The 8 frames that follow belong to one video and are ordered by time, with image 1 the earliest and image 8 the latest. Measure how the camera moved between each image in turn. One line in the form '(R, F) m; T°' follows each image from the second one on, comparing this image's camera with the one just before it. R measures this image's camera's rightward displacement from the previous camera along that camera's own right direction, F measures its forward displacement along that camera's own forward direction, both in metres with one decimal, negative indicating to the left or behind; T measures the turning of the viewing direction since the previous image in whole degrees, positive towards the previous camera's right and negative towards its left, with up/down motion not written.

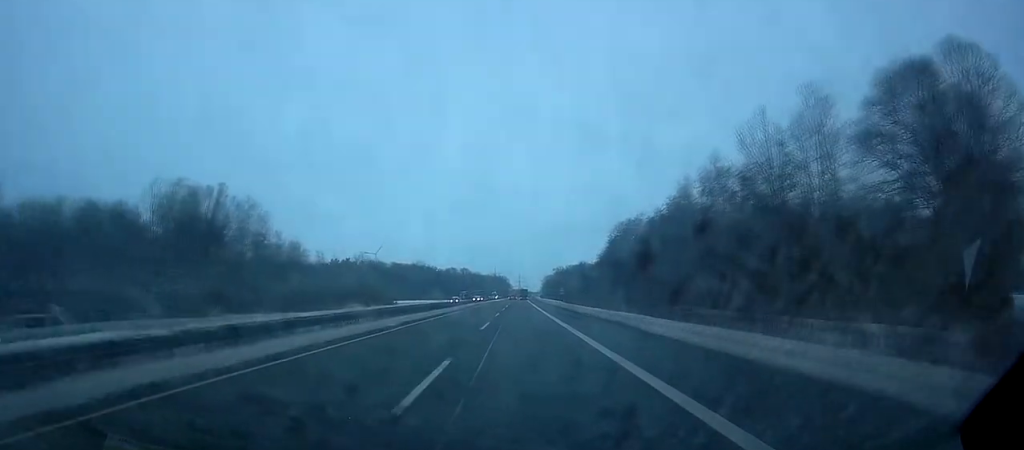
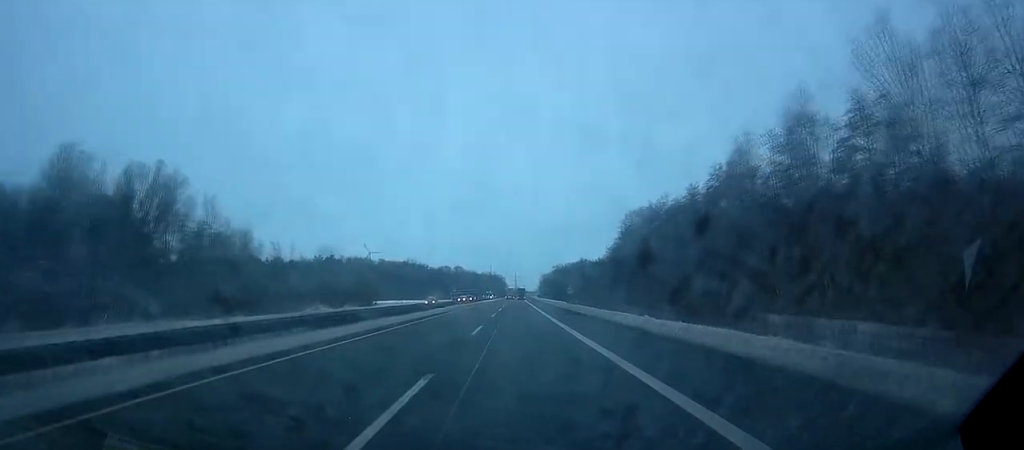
(0.0, +20.9) m; 0°
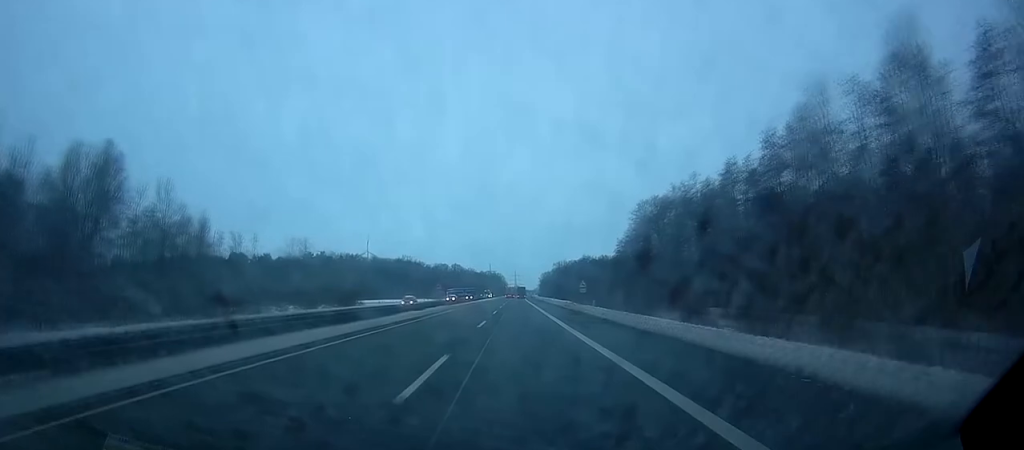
(+0.1, +14.3) m; 0°
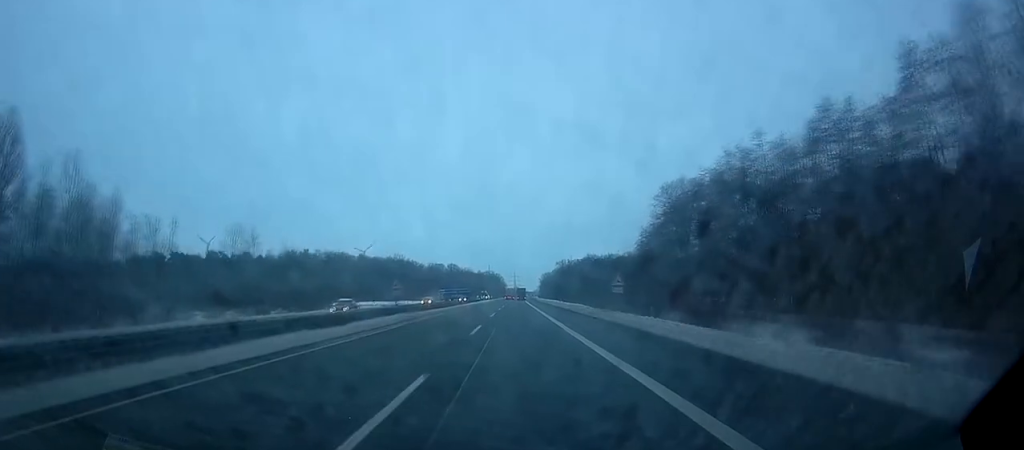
(-0.1, +21.5) m; 0°
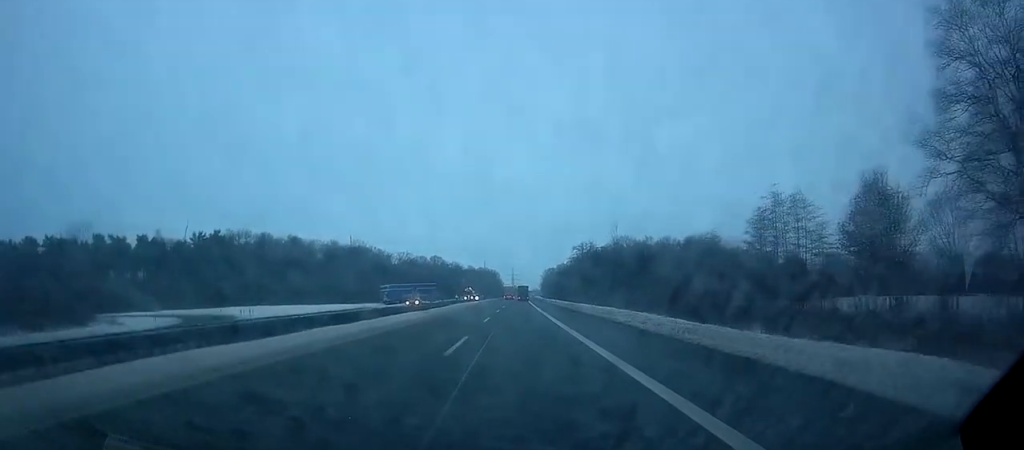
(+0.6, +79.3) m; 0°
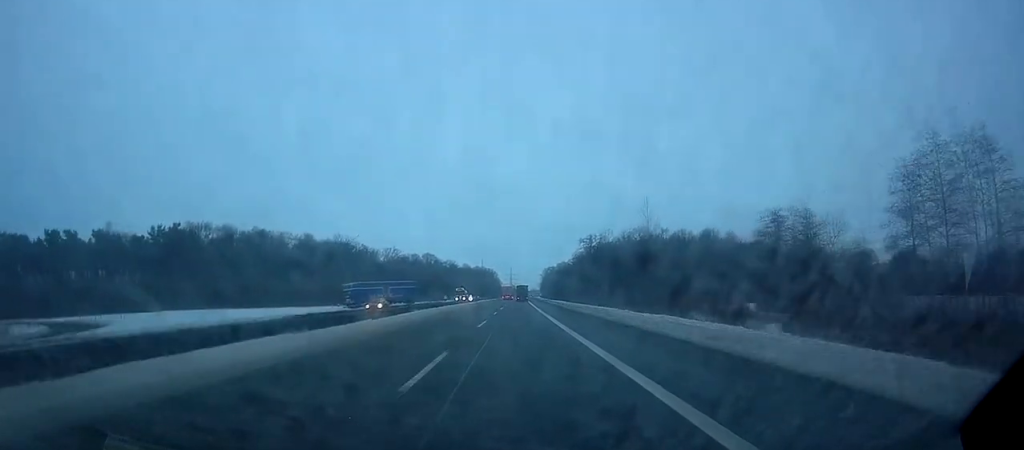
(-0.1, +23.3) m; 0°
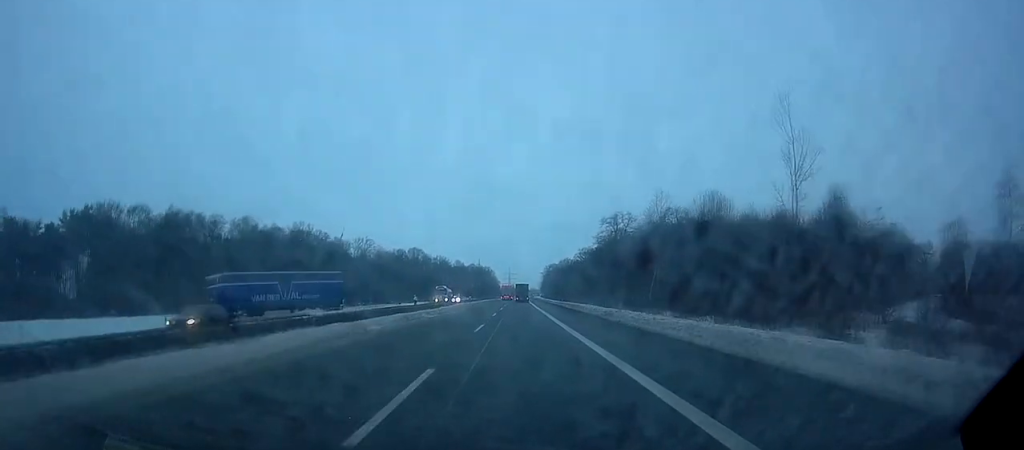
(+0.2, +39.4) m; +1°
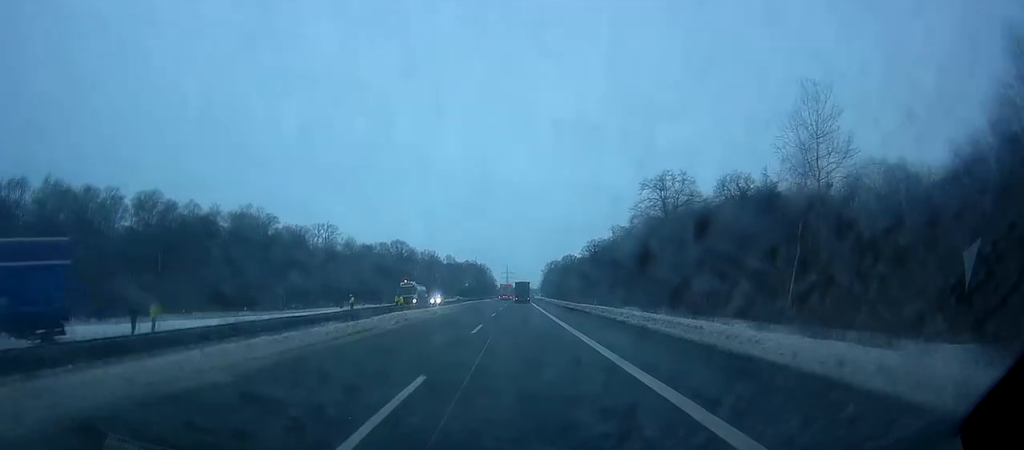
(+0.4, +37.0) m; 0°
